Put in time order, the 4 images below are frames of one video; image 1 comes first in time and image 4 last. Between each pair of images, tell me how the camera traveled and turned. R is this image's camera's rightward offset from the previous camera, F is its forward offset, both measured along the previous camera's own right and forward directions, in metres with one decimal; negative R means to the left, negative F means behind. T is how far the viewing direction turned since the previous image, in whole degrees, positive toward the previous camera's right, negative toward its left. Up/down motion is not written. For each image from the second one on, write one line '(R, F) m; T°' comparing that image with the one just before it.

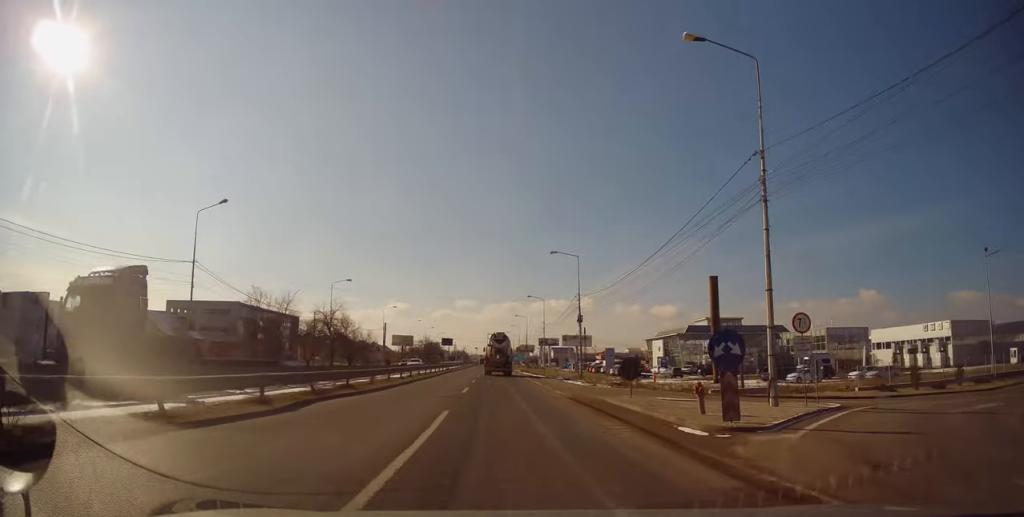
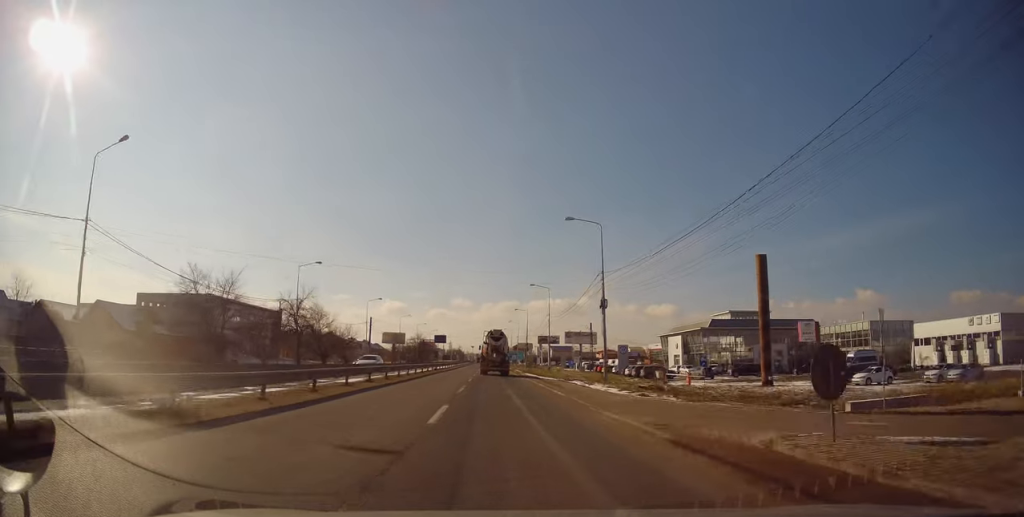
(+0.2, +11.1) m; +1°
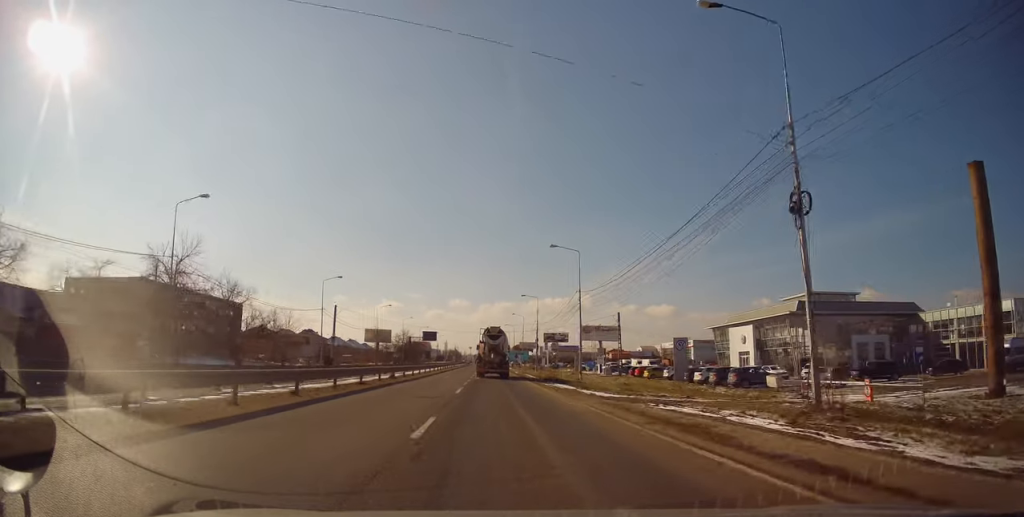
(+0.1, +25.1) m; +1°
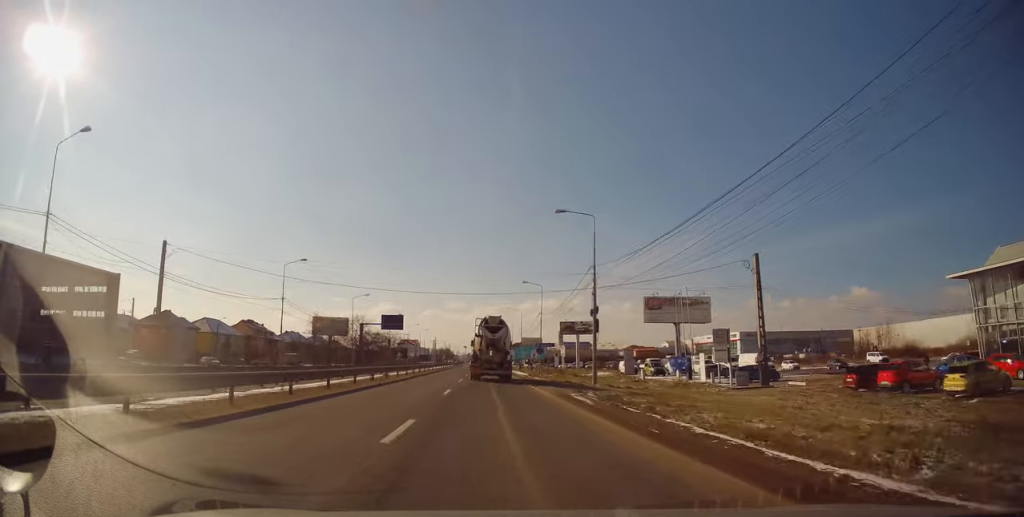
(-0.4, +47.4) m; 0°
